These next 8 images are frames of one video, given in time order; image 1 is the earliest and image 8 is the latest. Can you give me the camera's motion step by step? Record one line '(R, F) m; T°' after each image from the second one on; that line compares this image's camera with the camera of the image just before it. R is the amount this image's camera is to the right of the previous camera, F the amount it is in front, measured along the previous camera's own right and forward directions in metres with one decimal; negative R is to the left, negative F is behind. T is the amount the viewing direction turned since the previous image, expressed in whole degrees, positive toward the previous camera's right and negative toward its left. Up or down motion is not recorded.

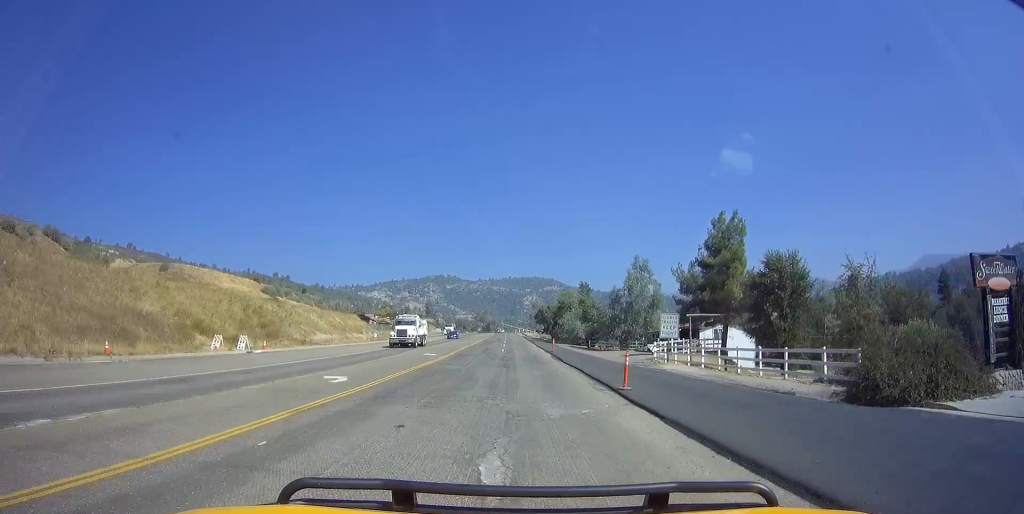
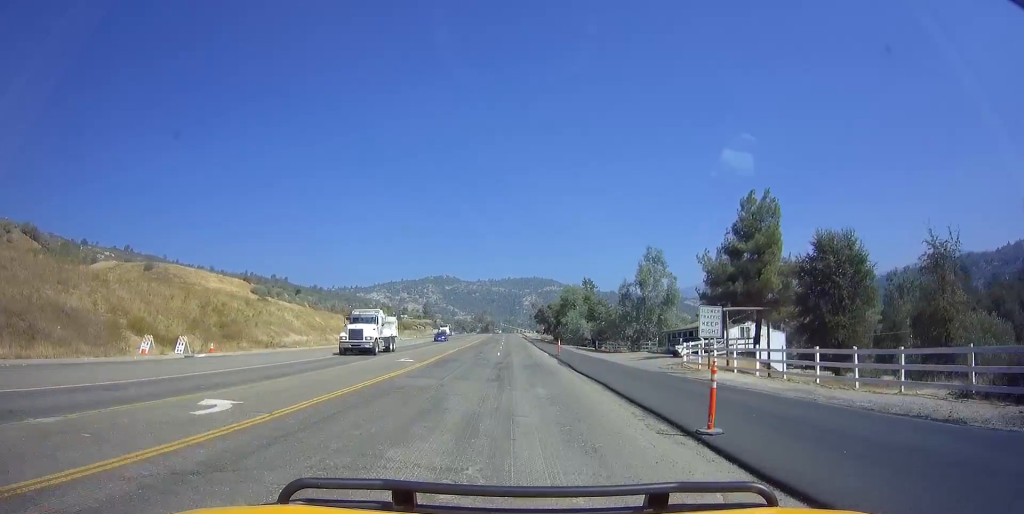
(+0.1, +7.4) m; -1°
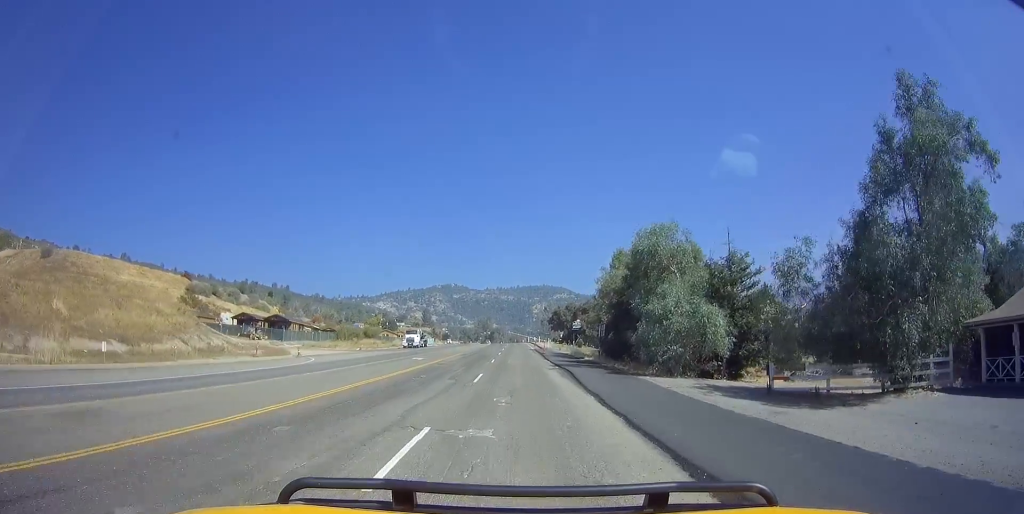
(-0.4, +44.9) m; -1°
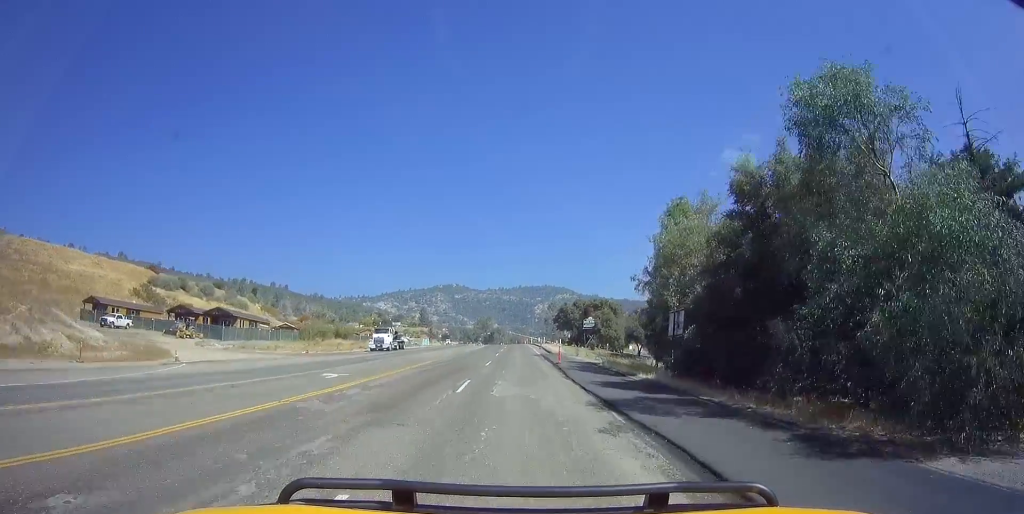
(-0.5, +18.2) m; 0°
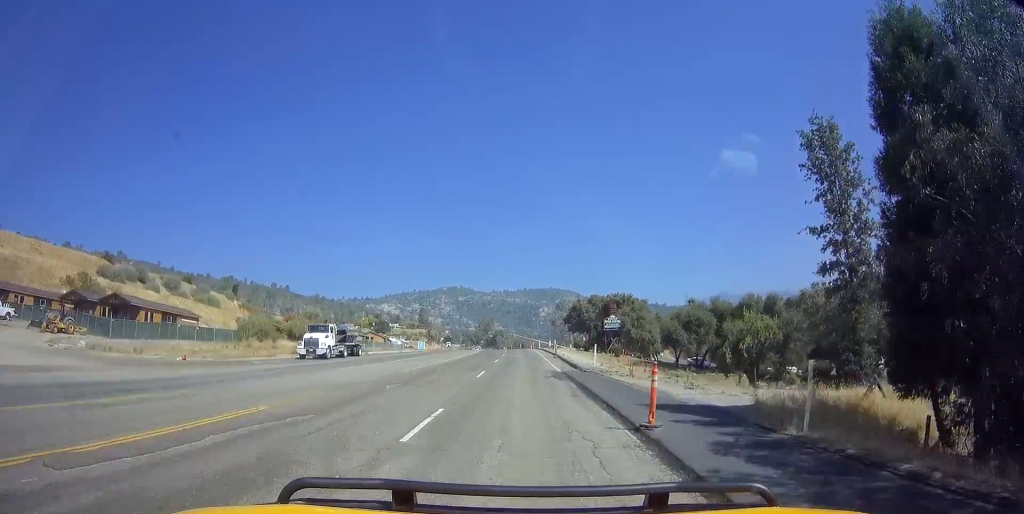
(+0.3, +21.1) m; -1°
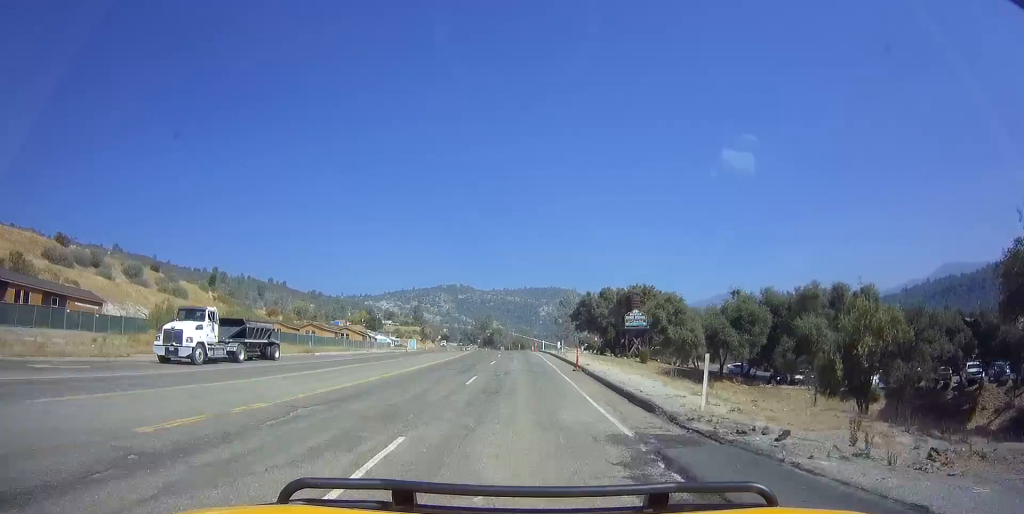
(-0.5, +17.5) m; -1°
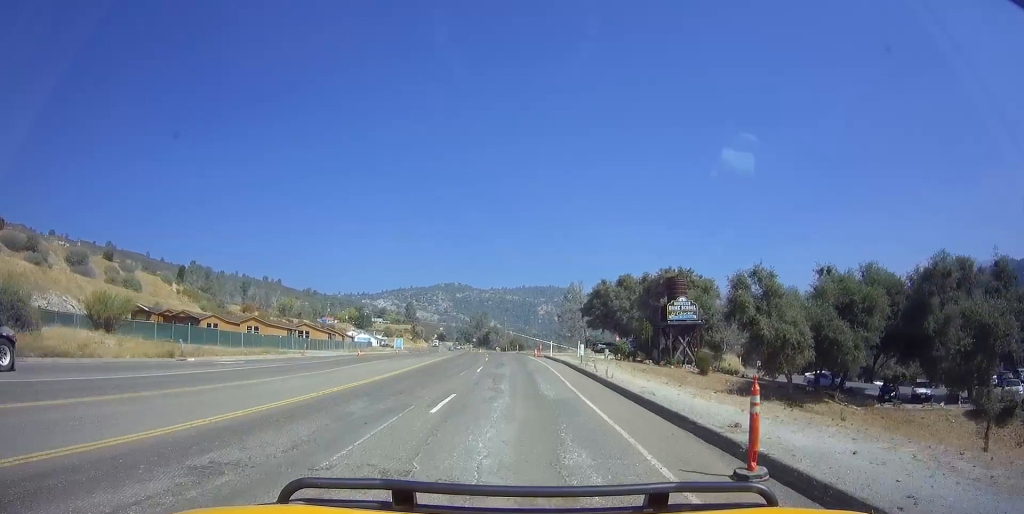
(+0.4, +20.4) m; +1°
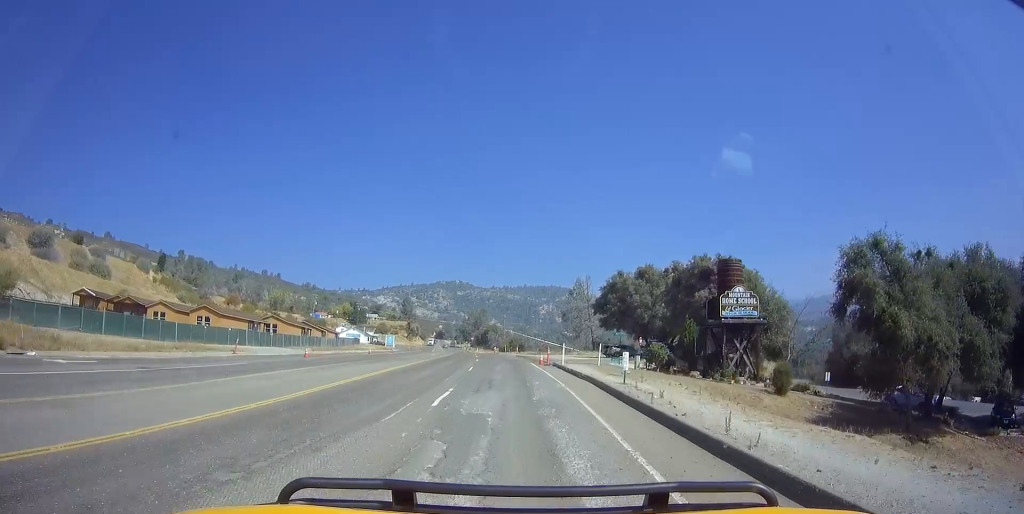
(+0.3, +12.5) m; -2°
